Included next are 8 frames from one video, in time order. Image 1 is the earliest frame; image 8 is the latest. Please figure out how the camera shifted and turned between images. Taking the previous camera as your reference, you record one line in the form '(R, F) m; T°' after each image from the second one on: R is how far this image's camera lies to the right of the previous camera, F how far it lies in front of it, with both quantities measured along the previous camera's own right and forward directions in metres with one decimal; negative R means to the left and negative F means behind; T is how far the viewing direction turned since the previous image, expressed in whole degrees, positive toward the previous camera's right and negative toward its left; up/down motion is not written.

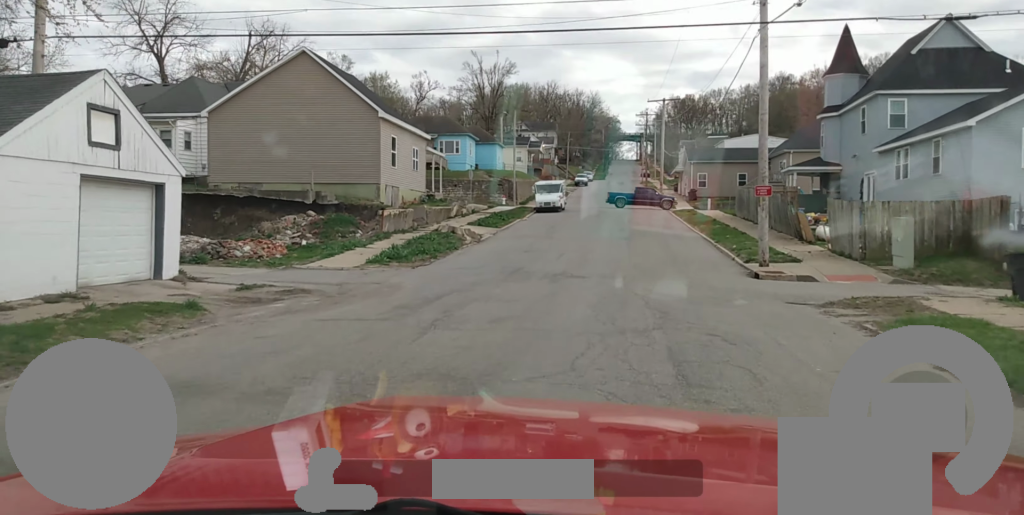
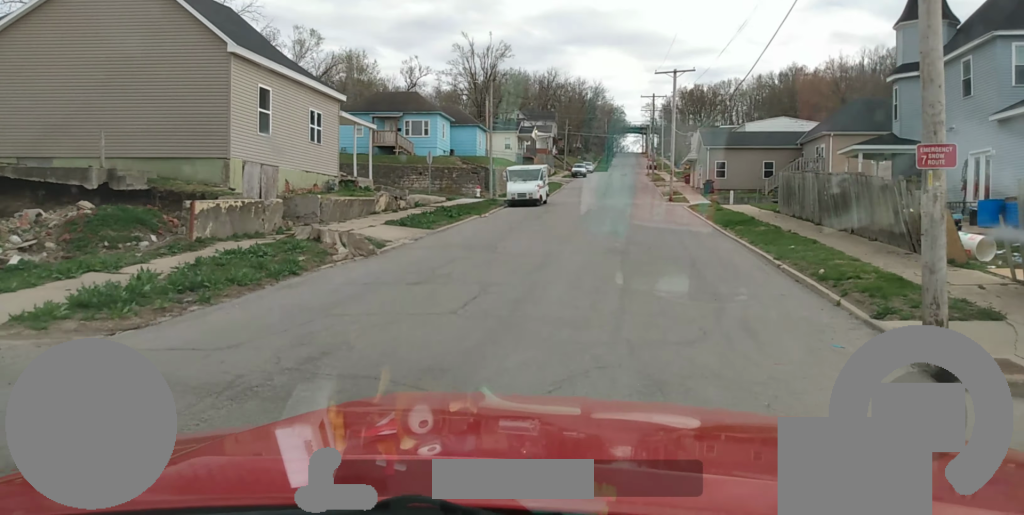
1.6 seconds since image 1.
(+0.3, +12.3) m; +1°
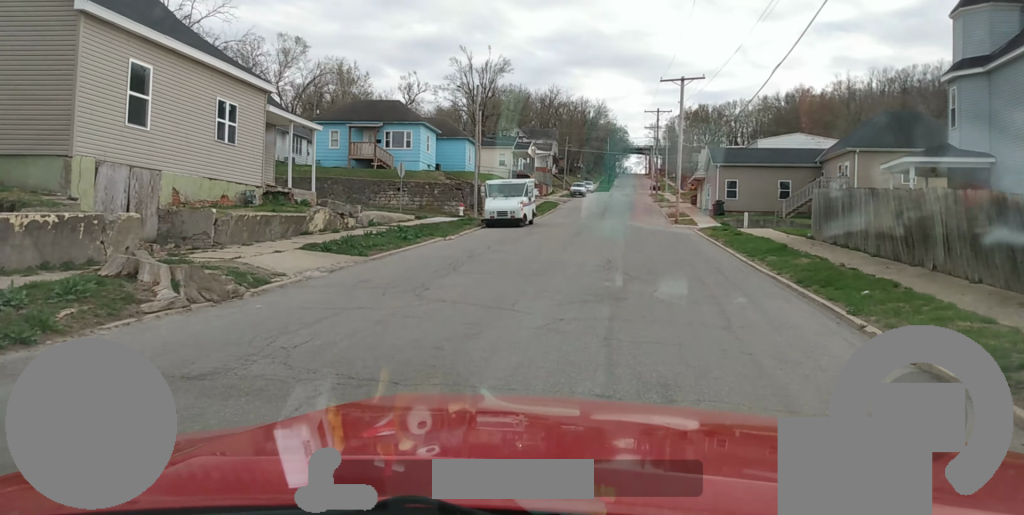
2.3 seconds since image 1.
(0.0, +6.3) m; -1°
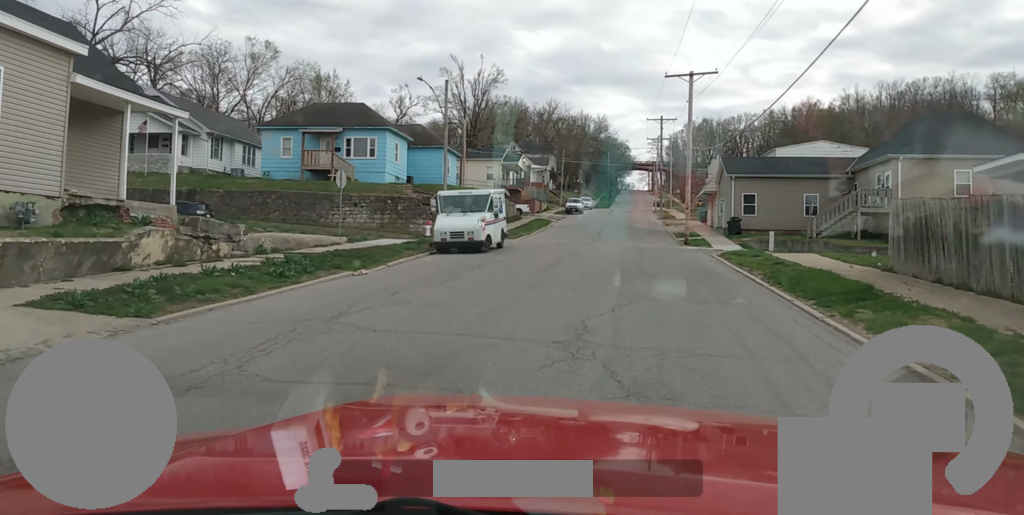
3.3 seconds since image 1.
(-0.2, +8.5) m; 0°
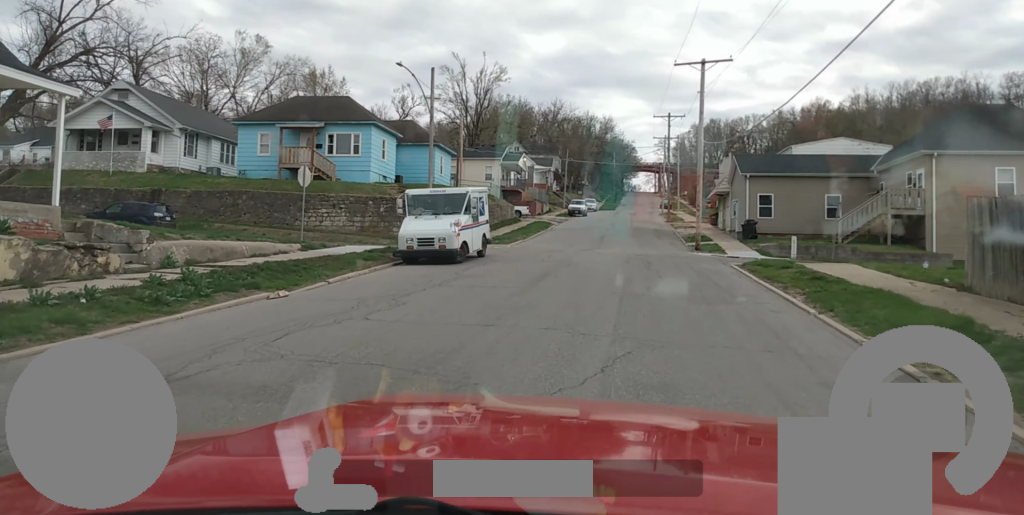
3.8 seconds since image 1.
(0.0, +4.1) m; +1°
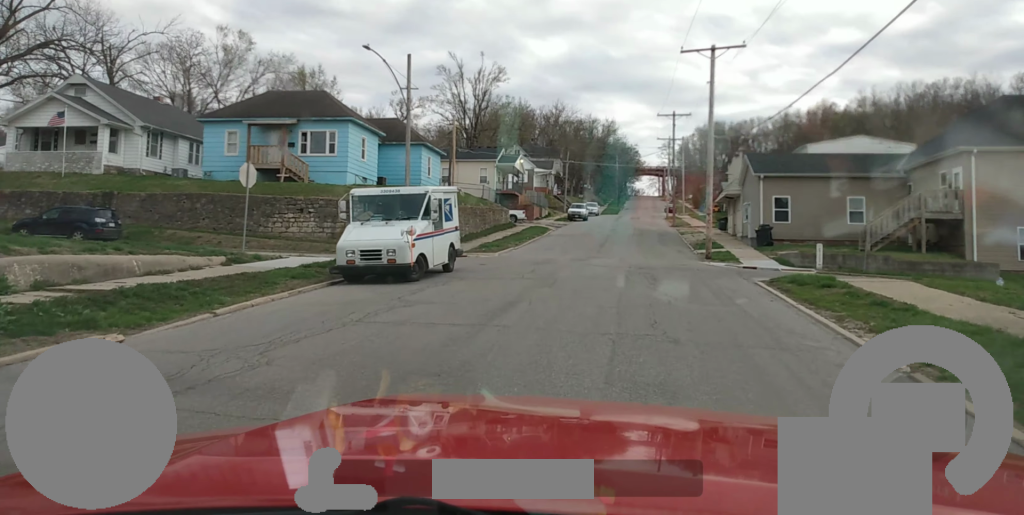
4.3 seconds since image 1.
(+0.1, +4.6) m; +1°
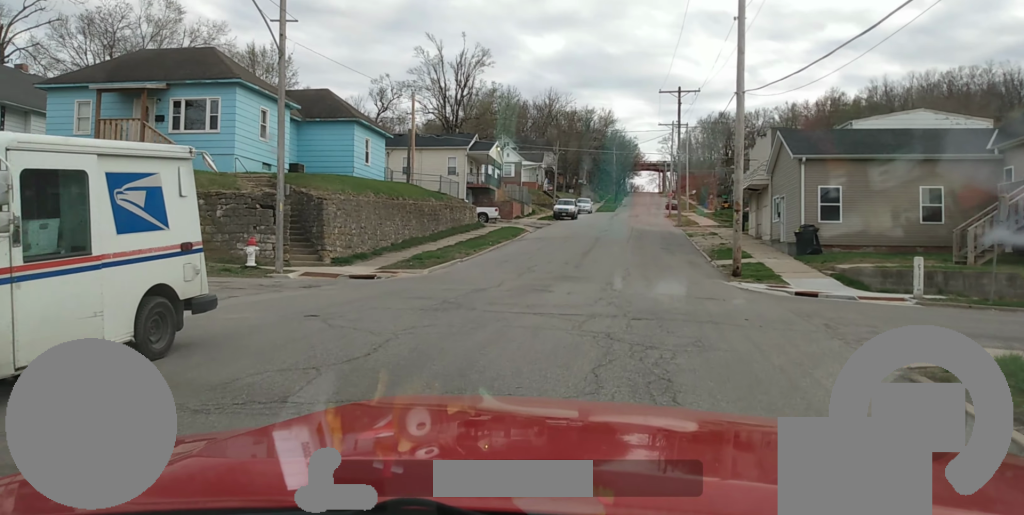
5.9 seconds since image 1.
(0.0, +12.4) m; 0°
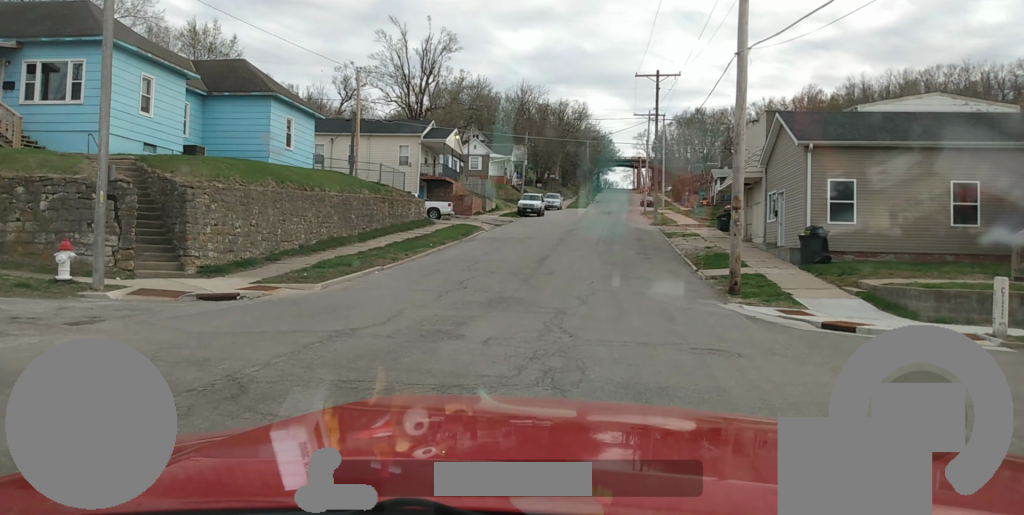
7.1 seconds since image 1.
(-0.1, +7.8) m; +1°
